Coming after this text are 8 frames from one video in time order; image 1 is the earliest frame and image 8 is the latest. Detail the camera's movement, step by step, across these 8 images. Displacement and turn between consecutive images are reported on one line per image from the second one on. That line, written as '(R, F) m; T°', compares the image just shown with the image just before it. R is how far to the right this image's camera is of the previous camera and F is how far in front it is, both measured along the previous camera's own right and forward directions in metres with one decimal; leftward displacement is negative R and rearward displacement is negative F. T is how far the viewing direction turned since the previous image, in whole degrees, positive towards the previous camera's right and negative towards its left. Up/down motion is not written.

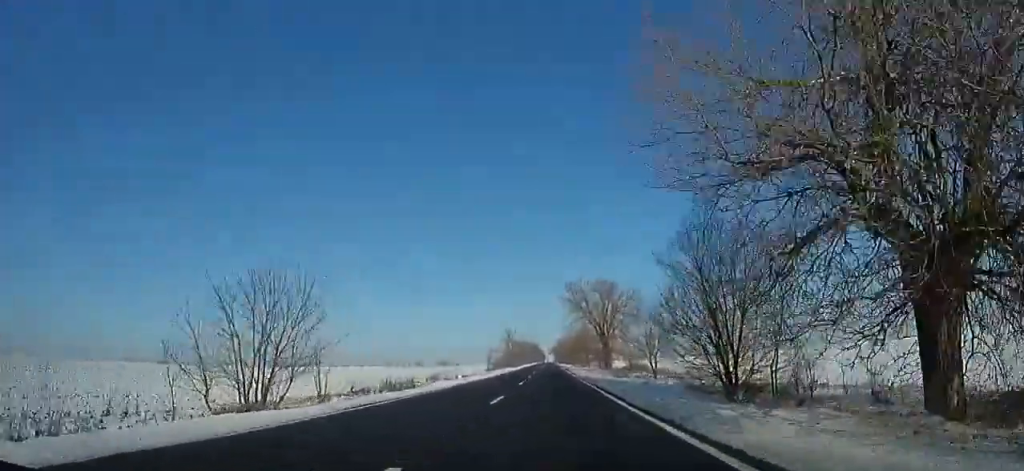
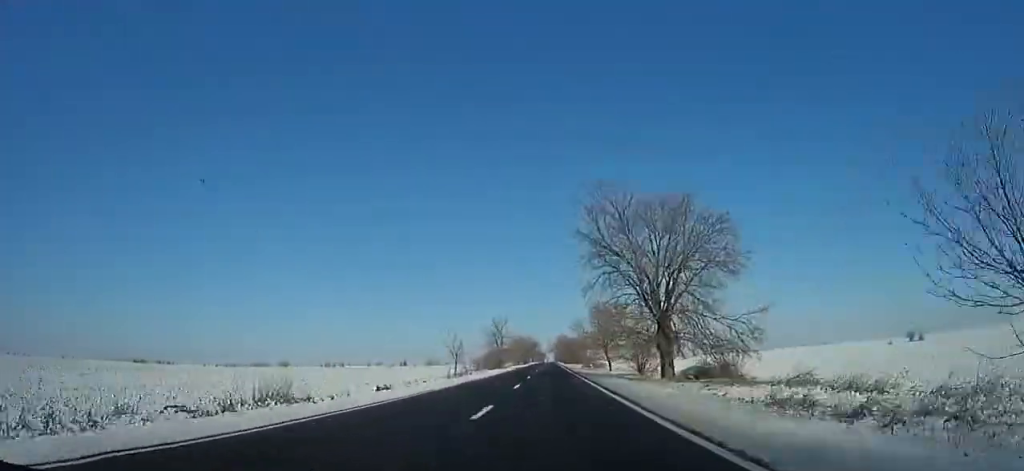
(0.0, +28.3) m; 0°
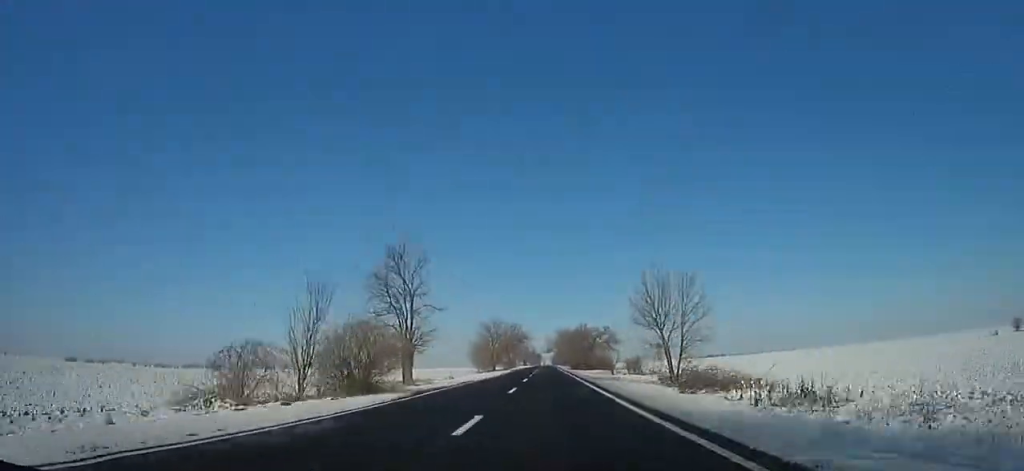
(0.0, +62.2) m; 0°
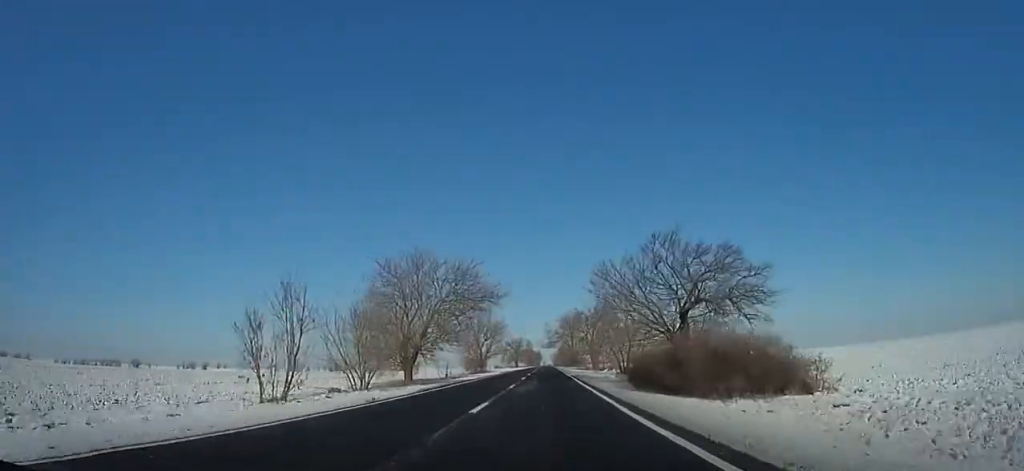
(0.0, +56.3) m; +1°
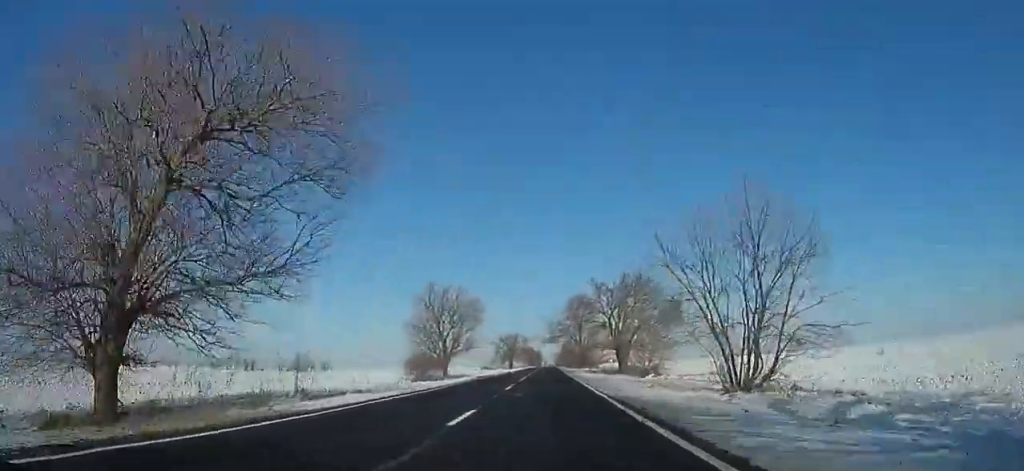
(+0.6, +26.4) m; 0°
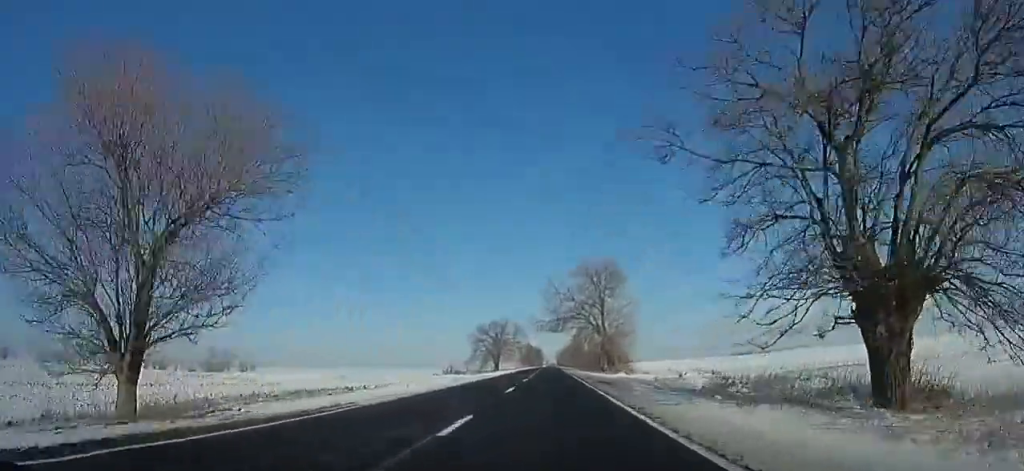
(+0.3, +37.1) m; 0°
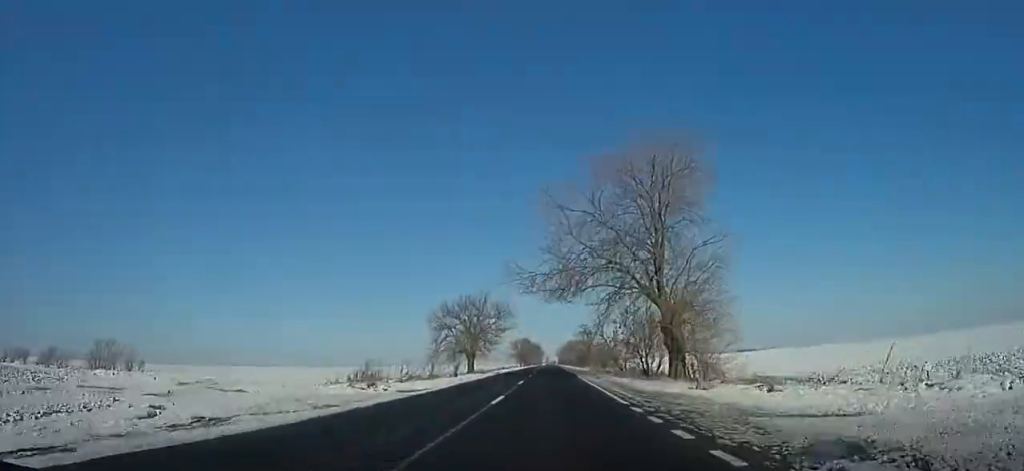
(-0.5, +29.7) m; -1°
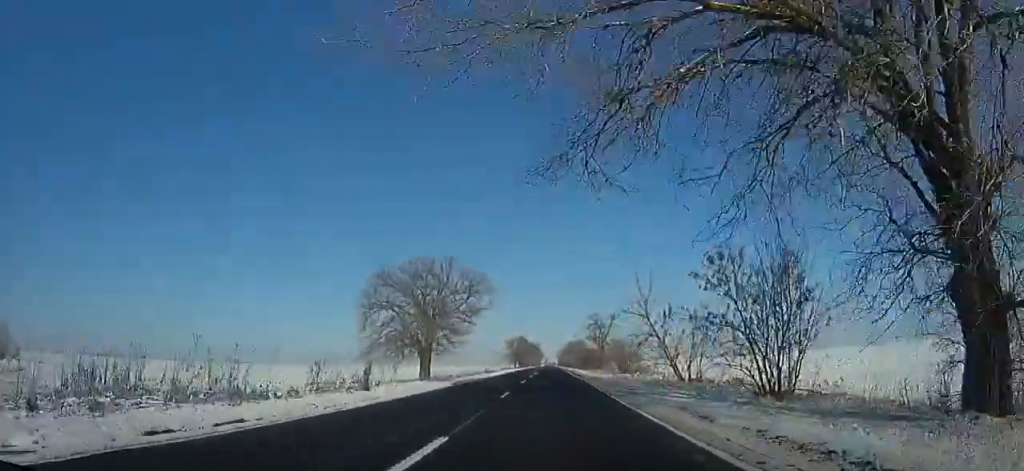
(-0.1, +21.5) m; 0°
